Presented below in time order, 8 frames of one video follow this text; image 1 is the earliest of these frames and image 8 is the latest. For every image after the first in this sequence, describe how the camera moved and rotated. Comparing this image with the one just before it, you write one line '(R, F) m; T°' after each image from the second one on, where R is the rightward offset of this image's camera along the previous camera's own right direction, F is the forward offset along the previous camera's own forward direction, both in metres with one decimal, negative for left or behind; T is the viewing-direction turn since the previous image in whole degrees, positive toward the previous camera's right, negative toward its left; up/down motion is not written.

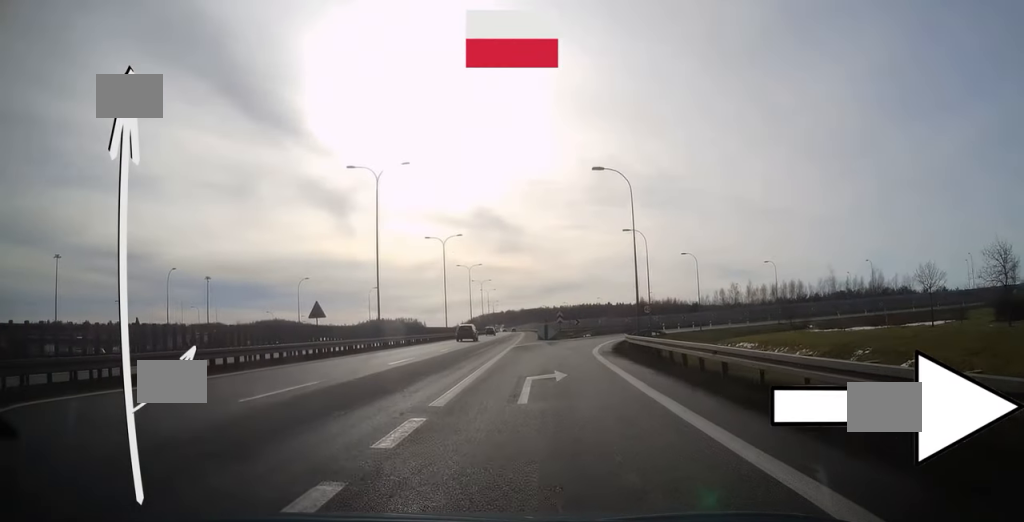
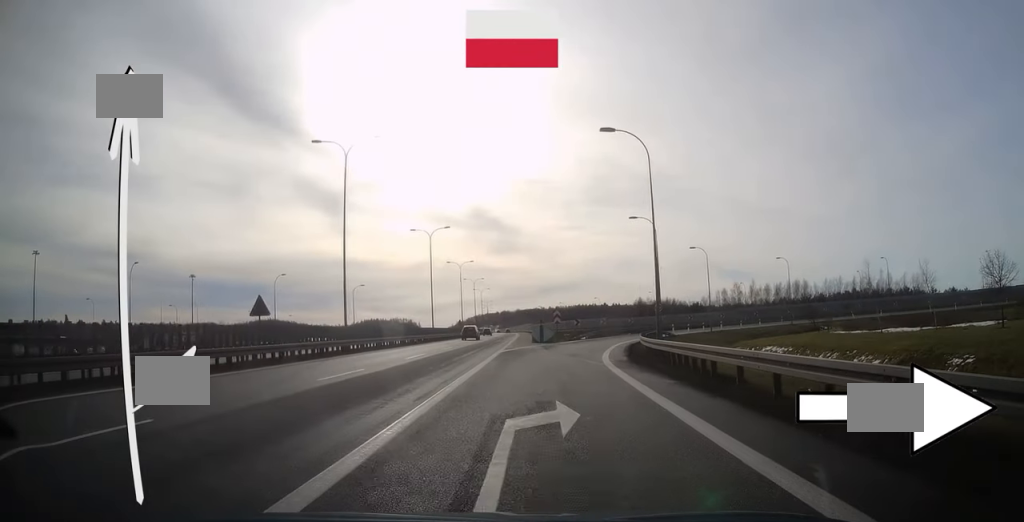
(-0.1, +7.8) m; 0°
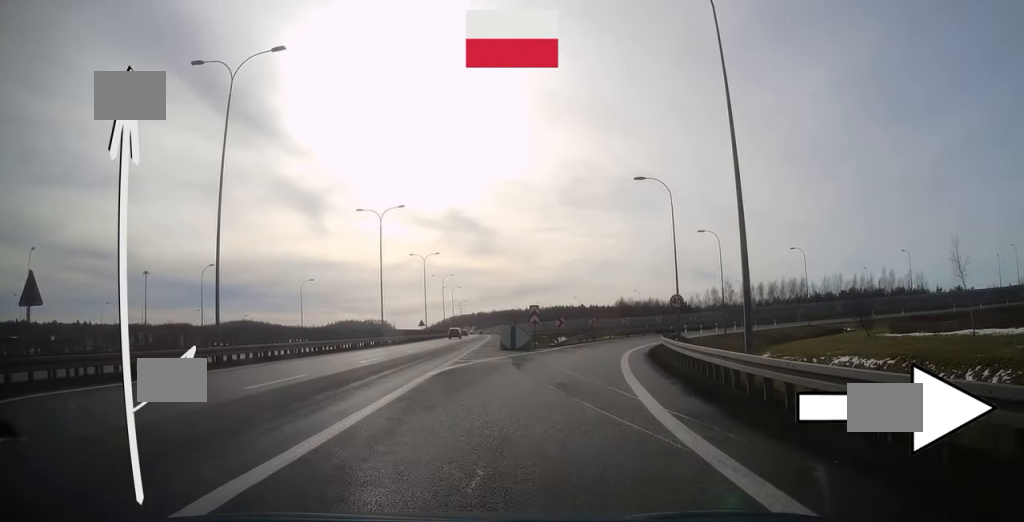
(+0.2, +14.8) m; +1°
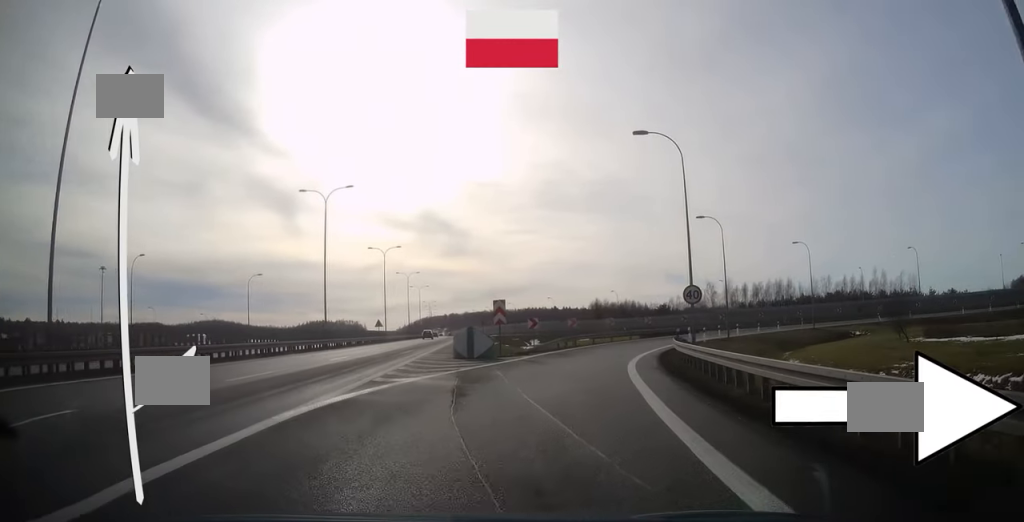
(+0.1, +9.2) m; +2°
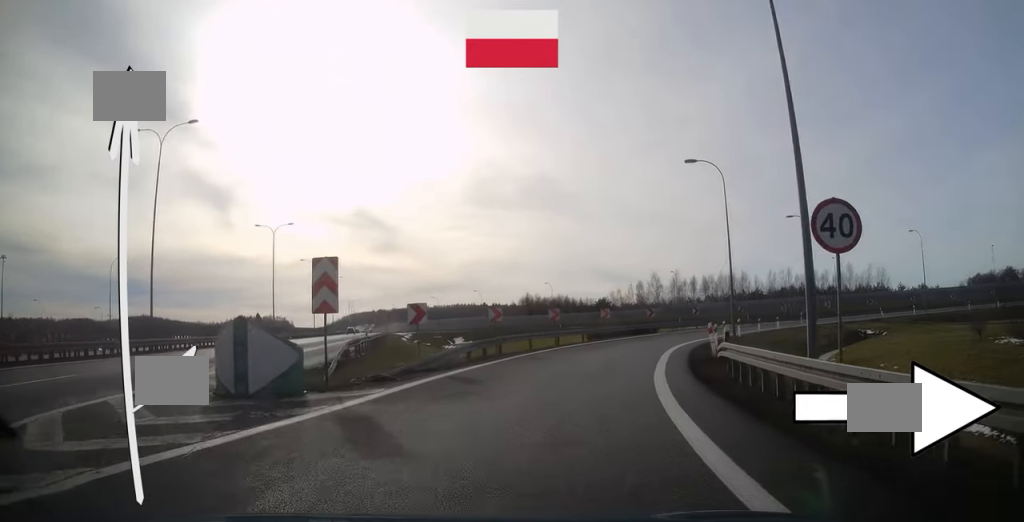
(+0.7, +16.6) m; +7°
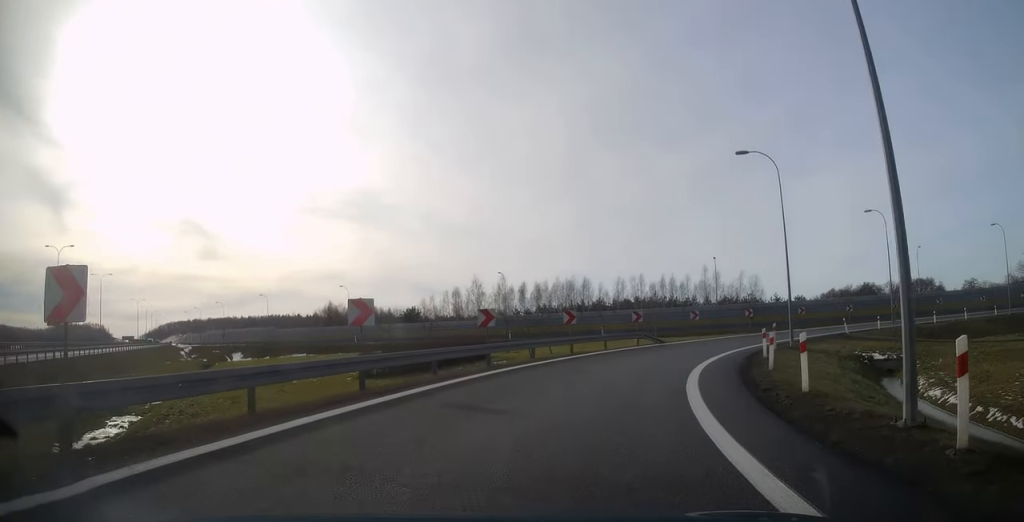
(+3.4, +26.1) m; +17°
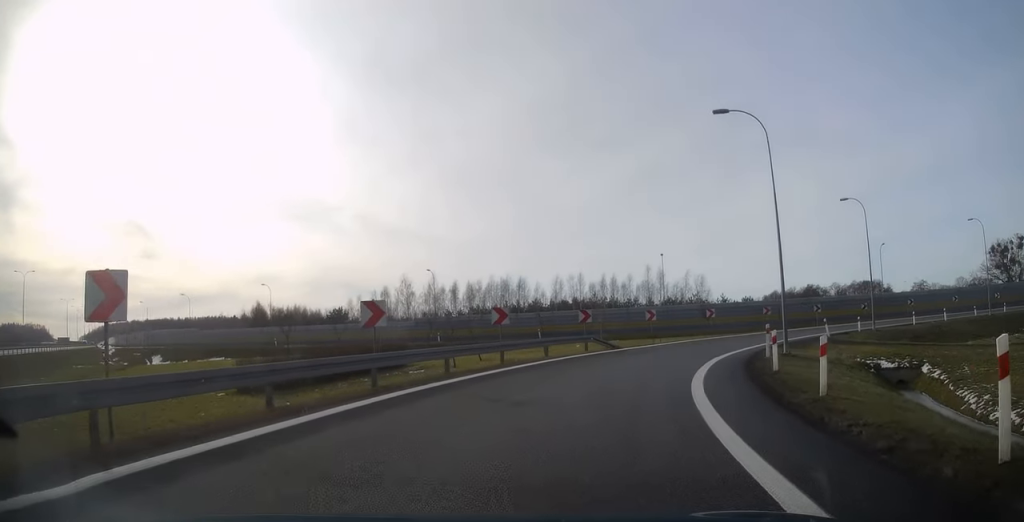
(+0.5, +6.8) m; +5°
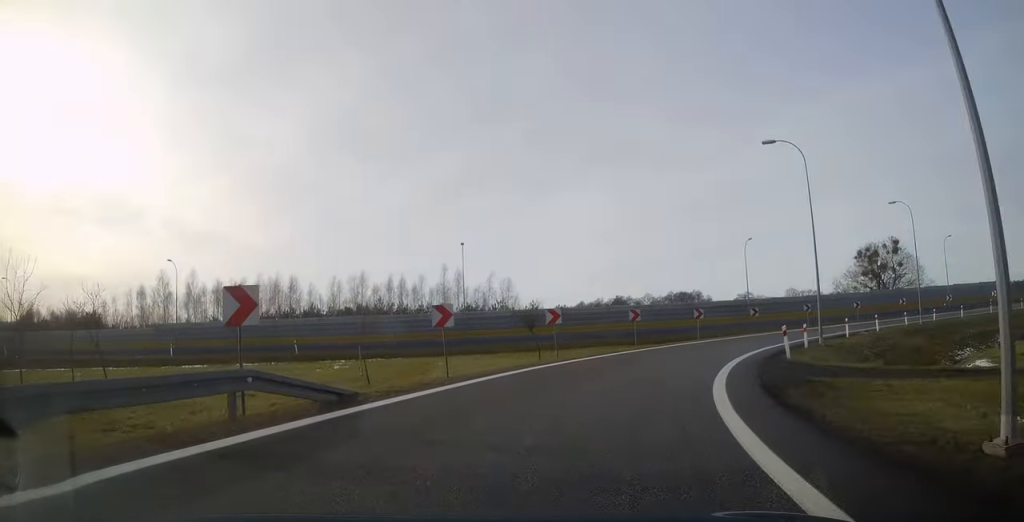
(+2.5, +19.5) m; +16°
